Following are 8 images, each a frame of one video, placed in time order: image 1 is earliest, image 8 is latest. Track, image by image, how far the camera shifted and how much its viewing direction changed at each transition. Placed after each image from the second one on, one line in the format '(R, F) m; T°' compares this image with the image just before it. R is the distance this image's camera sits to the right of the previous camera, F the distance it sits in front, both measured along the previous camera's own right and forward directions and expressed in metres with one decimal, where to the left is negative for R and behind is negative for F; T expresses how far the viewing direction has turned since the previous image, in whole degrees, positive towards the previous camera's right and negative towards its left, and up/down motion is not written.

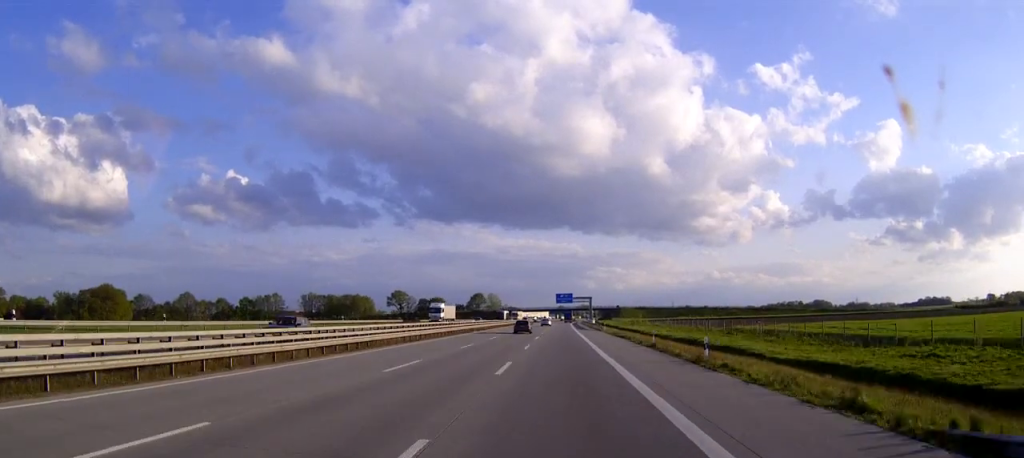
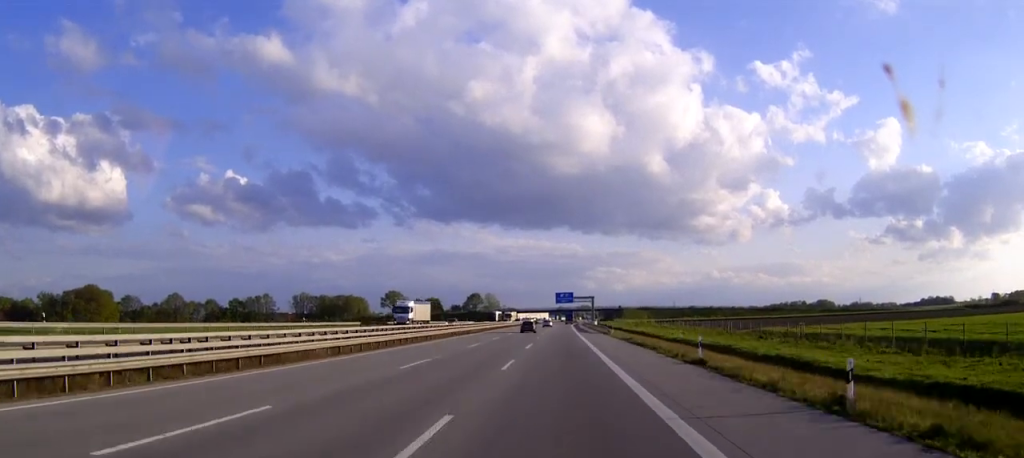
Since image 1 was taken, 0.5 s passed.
(0.0, +15.1) m; 0°
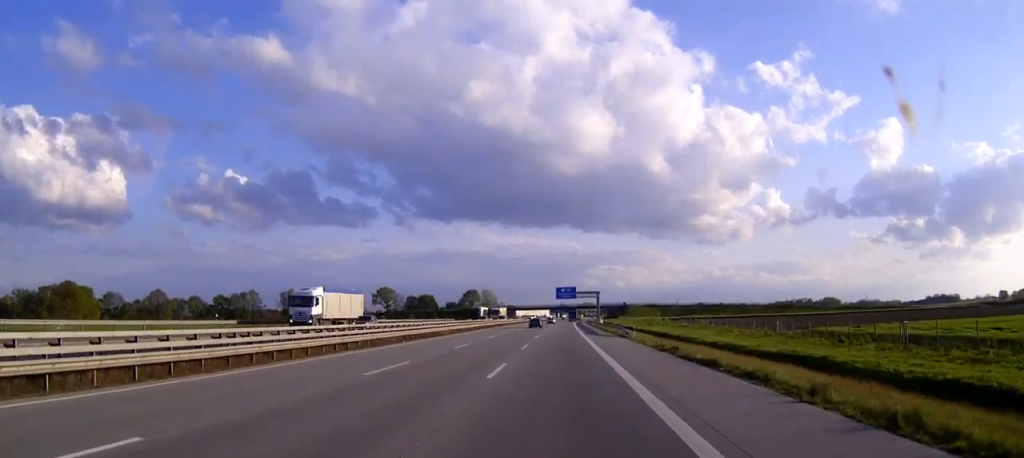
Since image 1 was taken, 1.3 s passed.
(0.0, +22.7) m; 0°
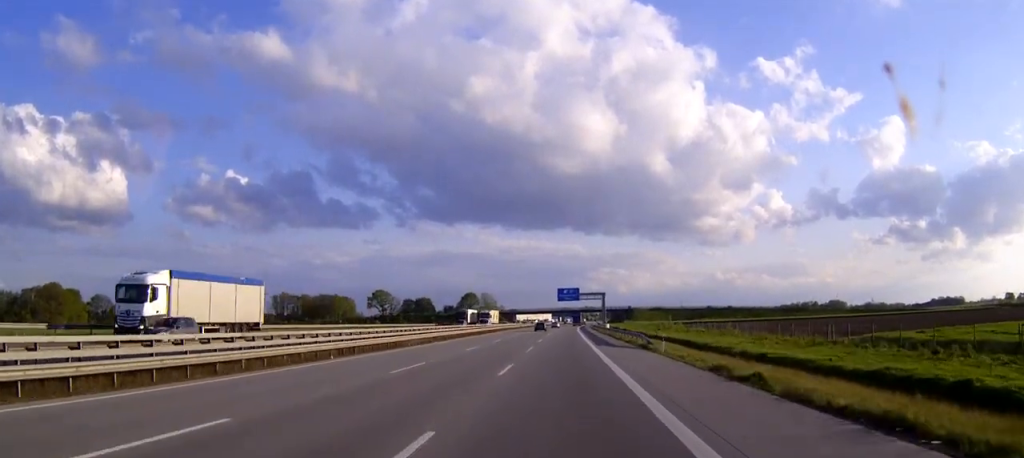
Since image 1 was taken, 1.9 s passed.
(0.0, +15.1) m; 0°
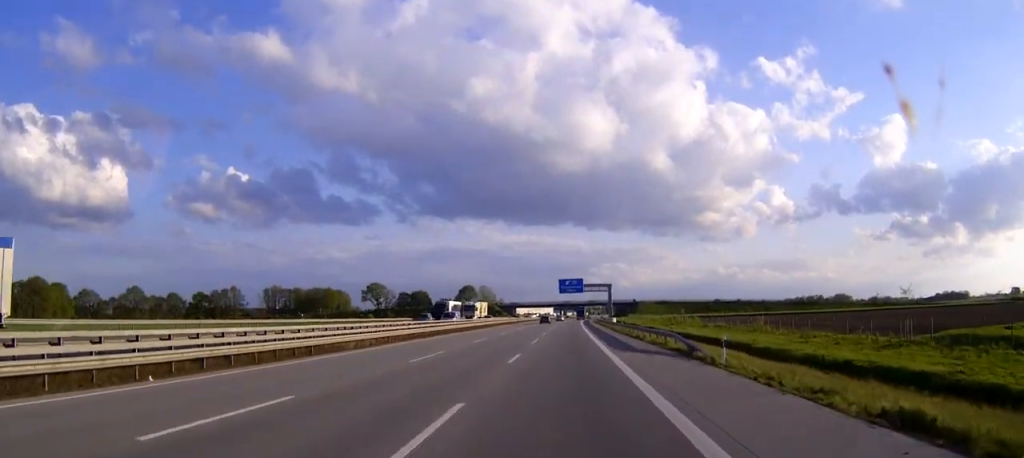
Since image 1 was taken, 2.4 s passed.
(0.0, +15.1) m; 0°
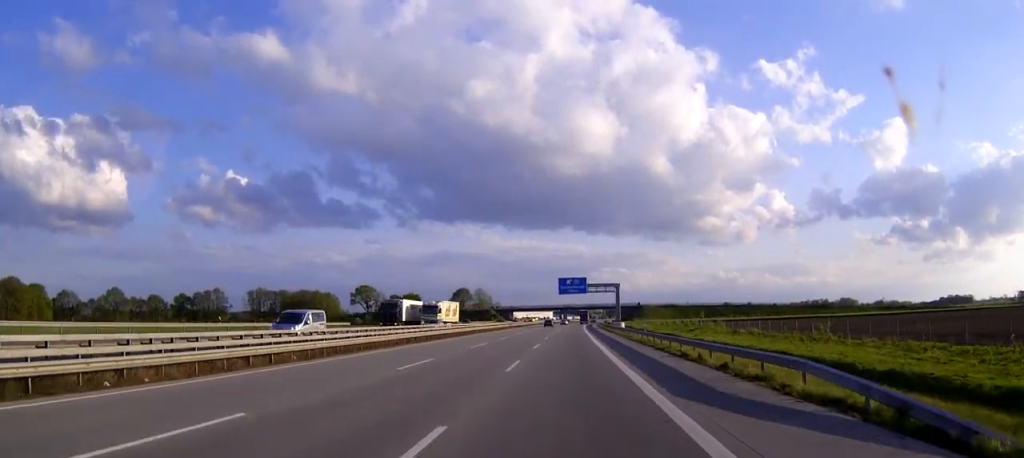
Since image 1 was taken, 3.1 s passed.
(0.0, +20.7) m; 0°
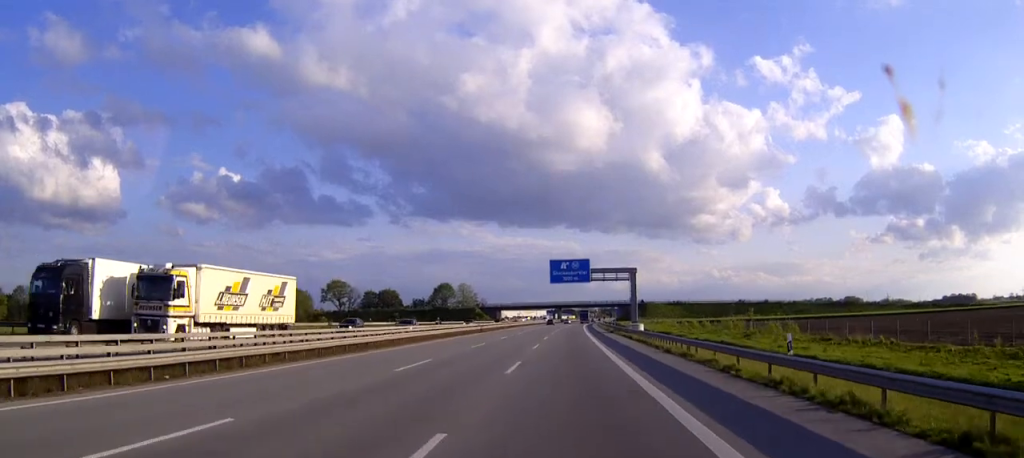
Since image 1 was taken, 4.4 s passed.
(0.0, +36.6) m; 0°
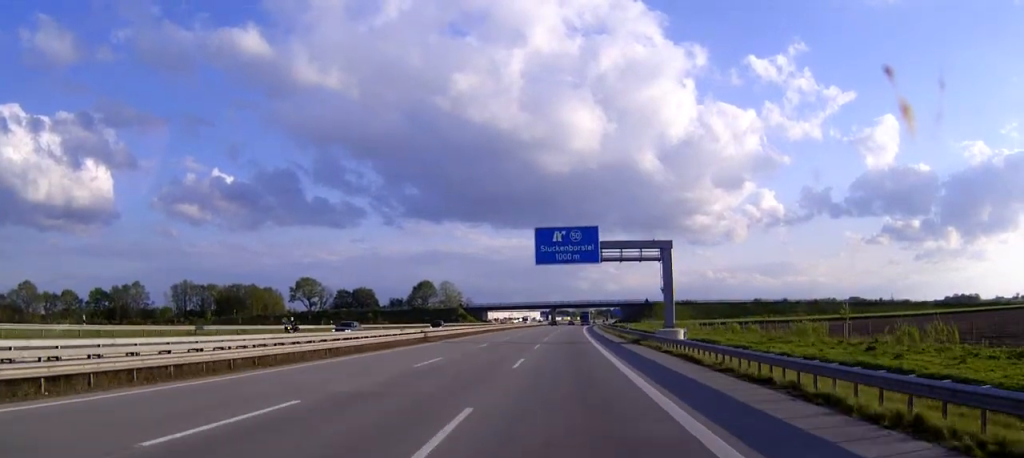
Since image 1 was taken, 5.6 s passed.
(+0.1, +32.8) m; 0°
